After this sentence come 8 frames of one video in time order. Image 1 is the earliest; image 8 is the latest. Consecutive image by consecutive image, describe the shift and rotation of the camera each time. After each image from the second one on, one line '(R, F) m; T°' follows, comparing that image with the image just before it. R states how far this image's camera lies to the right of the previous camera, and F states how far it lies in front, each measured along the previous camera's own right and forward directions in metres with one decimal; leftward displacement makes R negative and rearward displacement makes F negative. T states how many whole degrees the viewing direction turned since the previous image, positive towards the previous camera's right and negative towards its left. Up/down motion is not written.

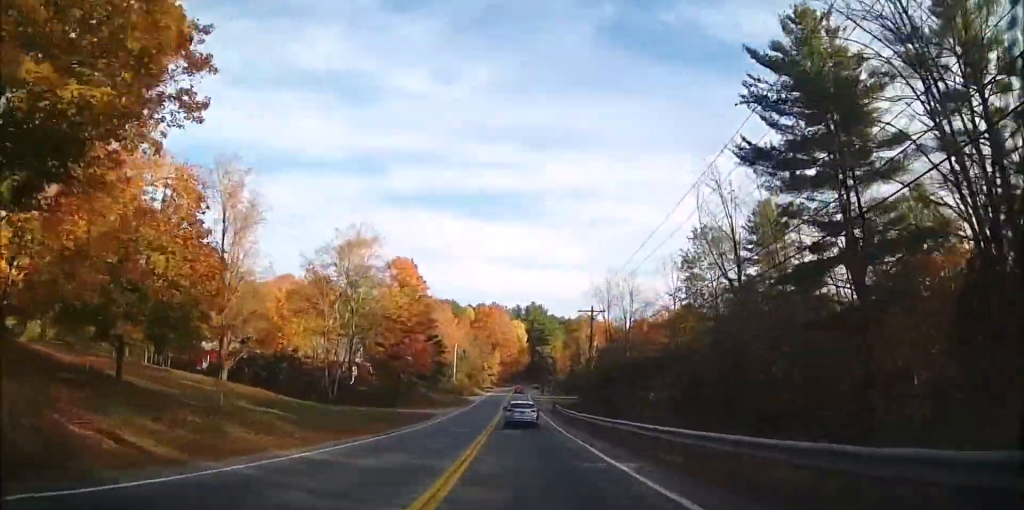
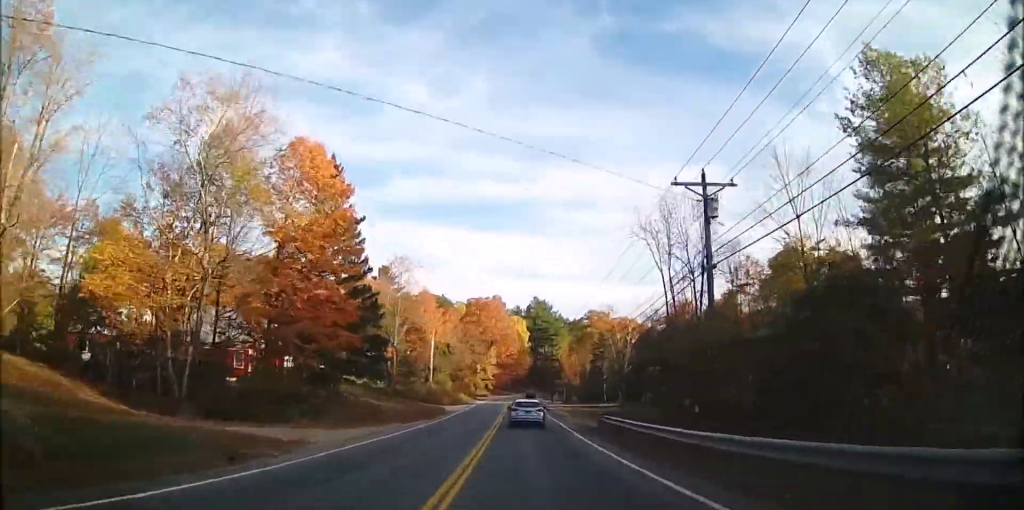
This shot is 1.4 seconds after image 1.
(+0.1, +30.5) m; 0°
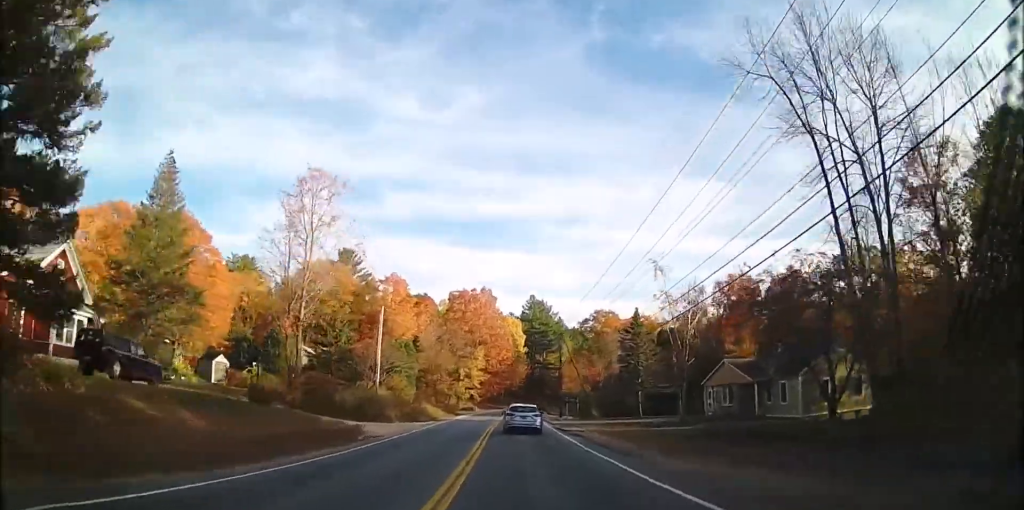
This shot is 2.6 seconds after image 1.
(+0.2, +26.9) m; +1°
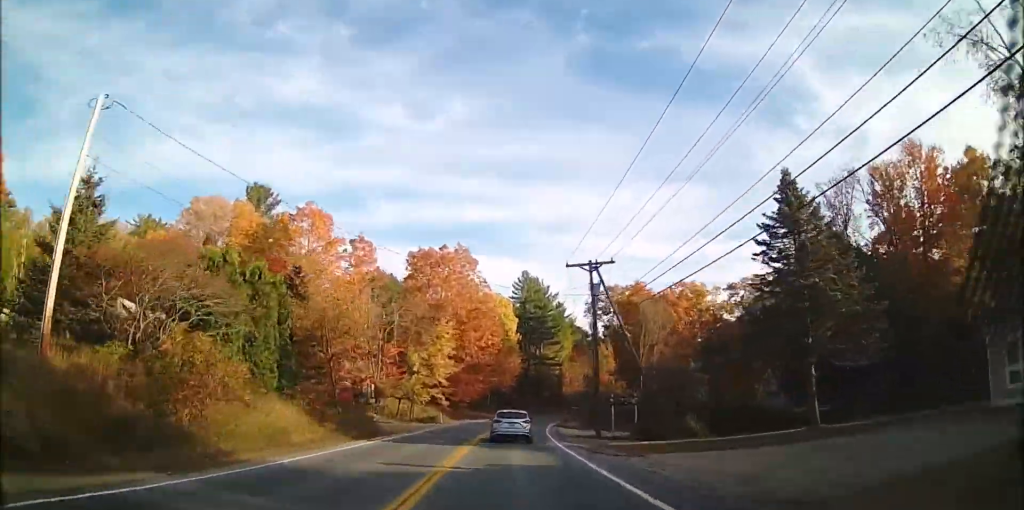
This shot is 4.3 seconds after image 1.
(+0.3, +35.4) m; +1°
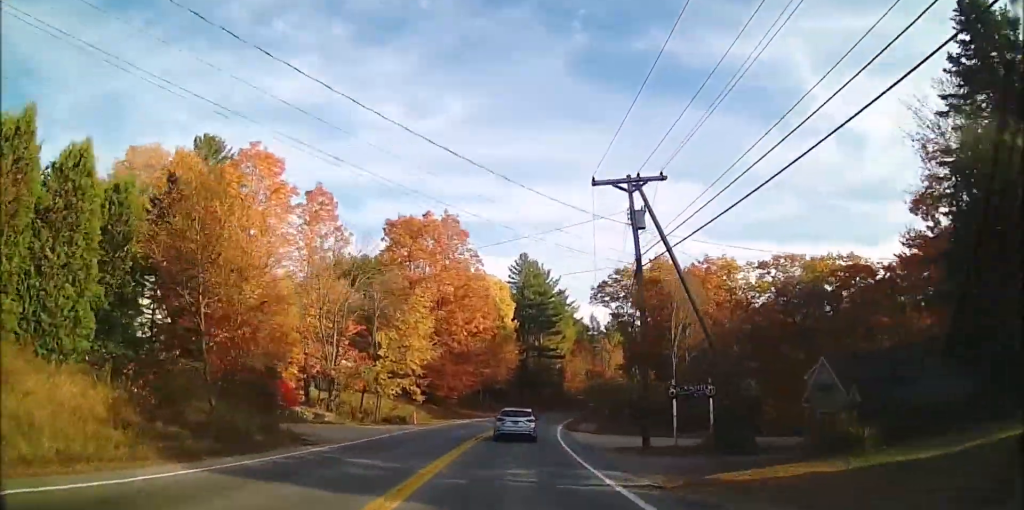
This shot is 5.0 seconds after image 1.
(+0.1, +13.0) m; +1°
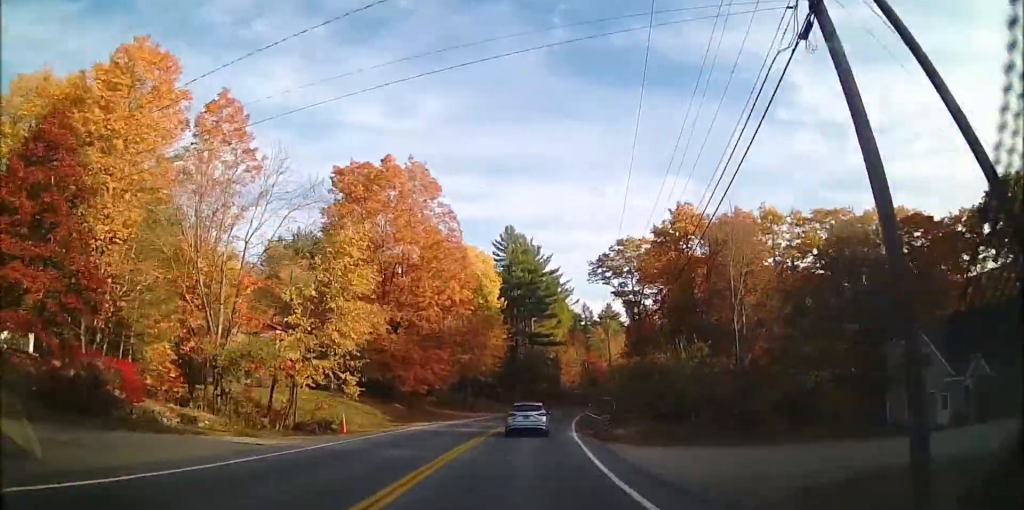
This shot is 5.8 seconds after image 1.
(+0.3, +15.4) m; +2°
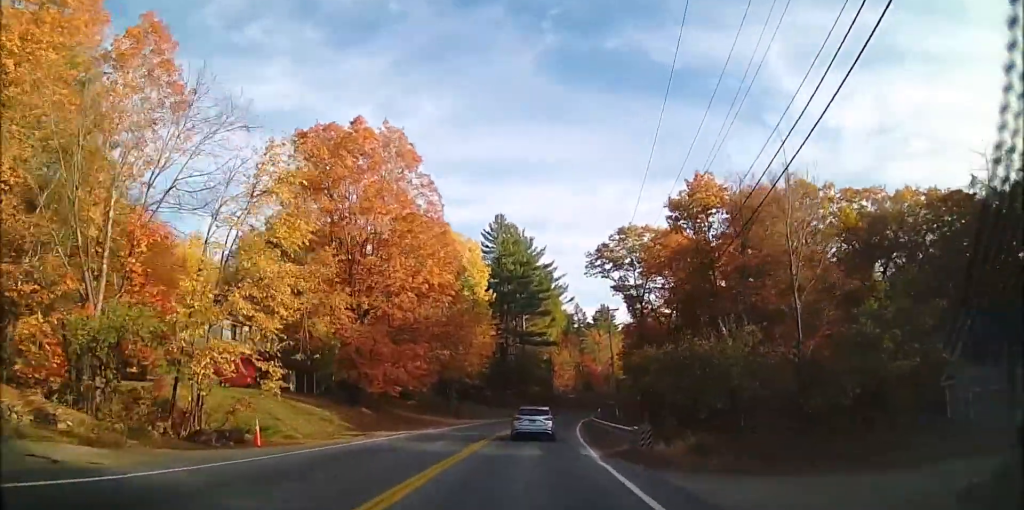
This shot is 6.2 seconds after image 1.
(0.0, +8.3) m; +1°
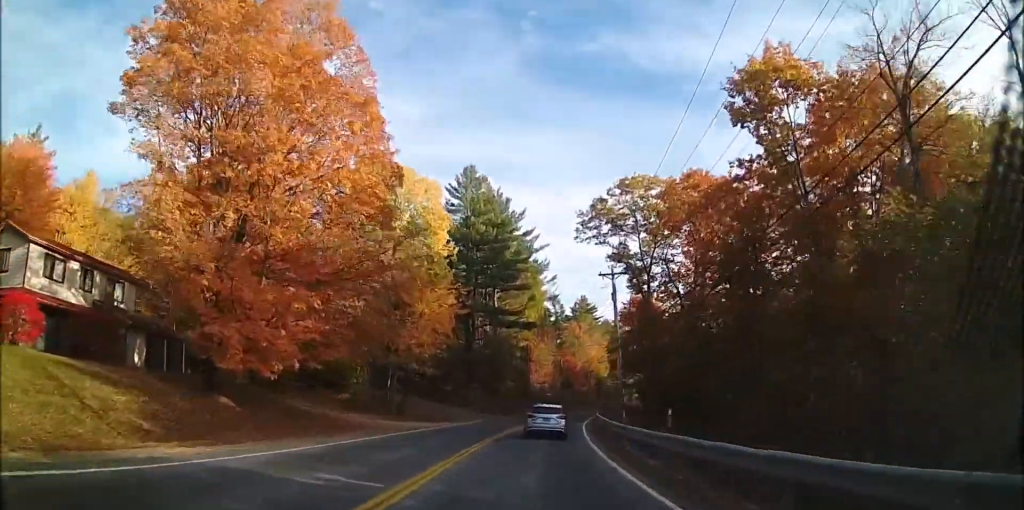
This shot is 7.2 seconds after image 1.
(+0.3, +18.4) m; +3°
